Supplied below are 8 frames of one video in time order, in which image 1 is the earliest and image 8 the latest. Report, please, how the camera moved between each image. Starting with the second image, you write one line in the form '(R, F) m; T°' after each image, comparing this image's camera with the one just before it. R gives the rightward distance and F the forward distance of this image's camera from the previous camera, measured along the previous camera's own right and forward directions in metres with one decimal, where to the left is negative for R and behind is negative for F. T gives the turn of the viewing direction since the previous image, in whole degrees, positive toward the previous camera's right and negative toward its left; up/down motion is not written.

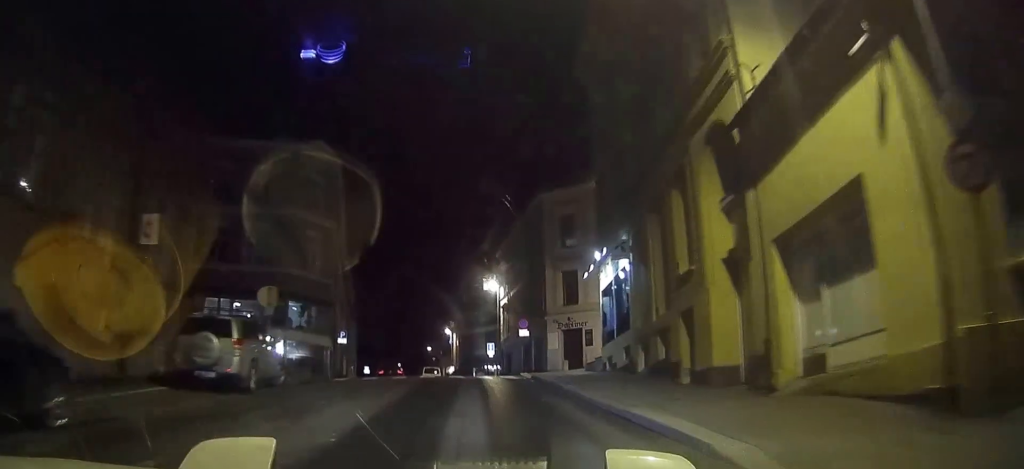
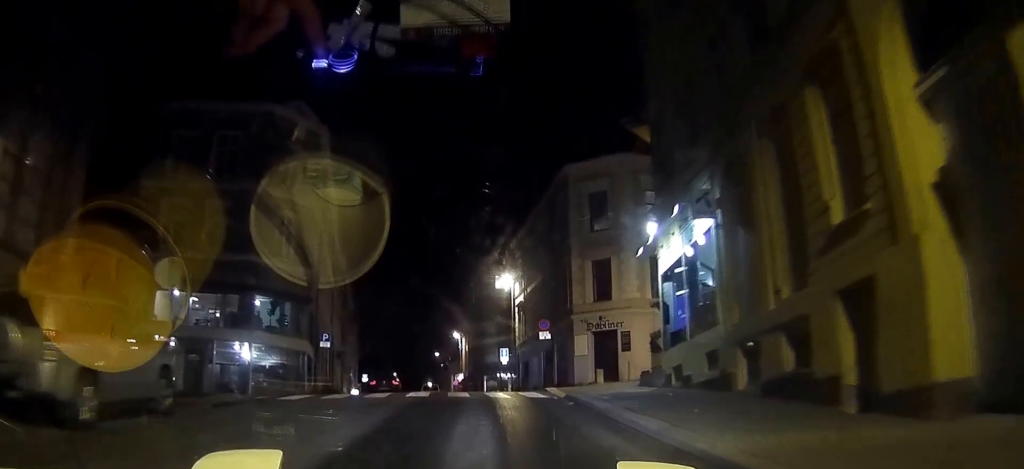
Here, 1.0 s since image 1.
(0.0, +7.5) m; 0°
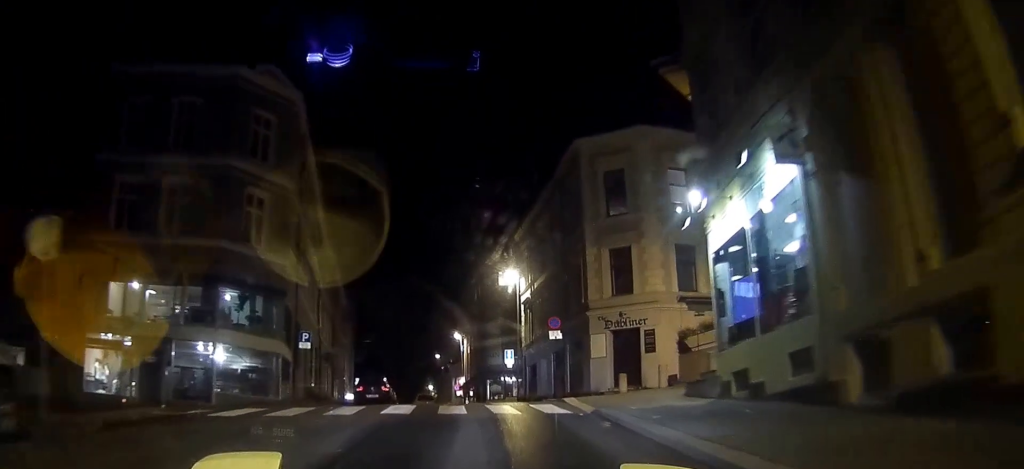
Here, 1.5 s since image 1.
(0.0, +4.3) m; 0°
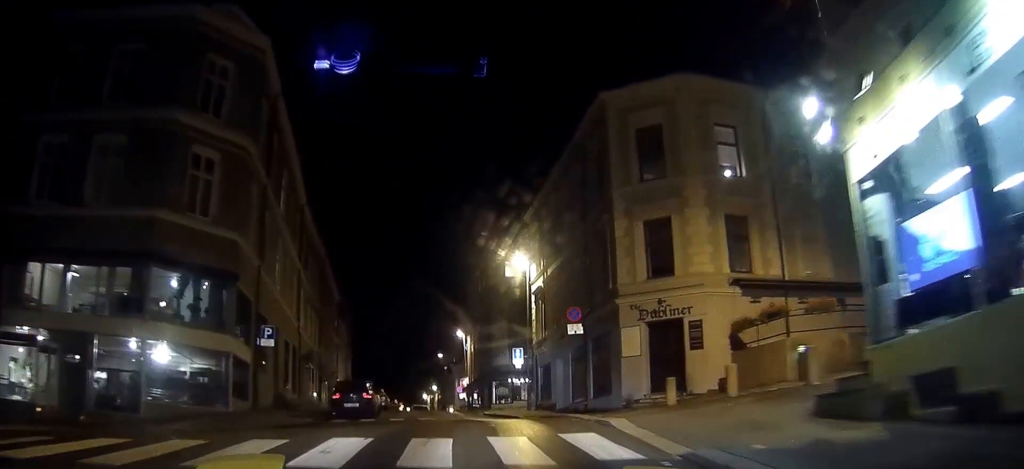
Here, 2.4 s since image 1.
(0.0, +6.6) m; 0°
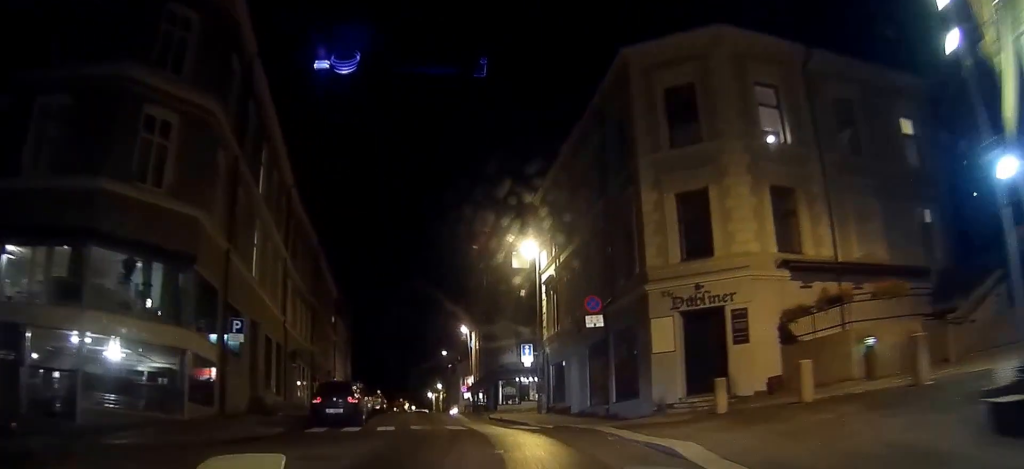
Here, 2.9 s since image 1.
(0.0, +4.0) m; 0°
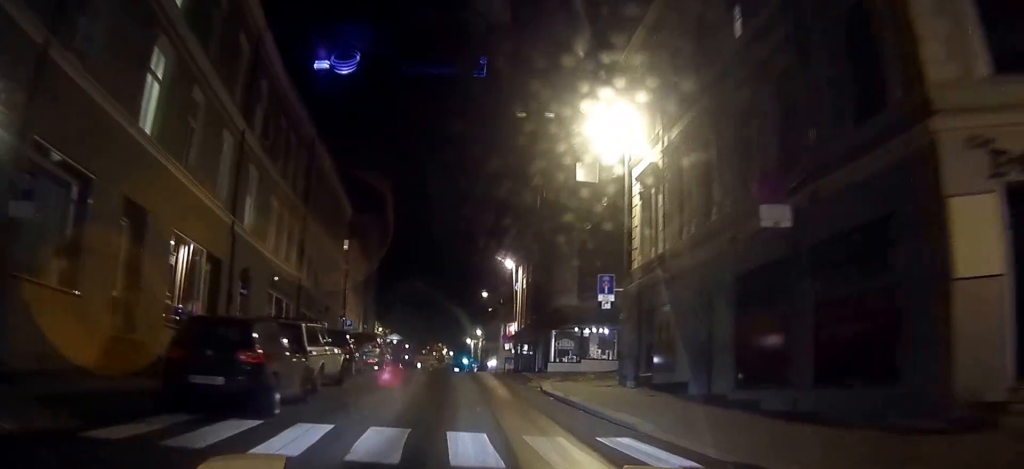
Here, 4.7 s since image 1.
(+0.1, +13.2) m; +1°
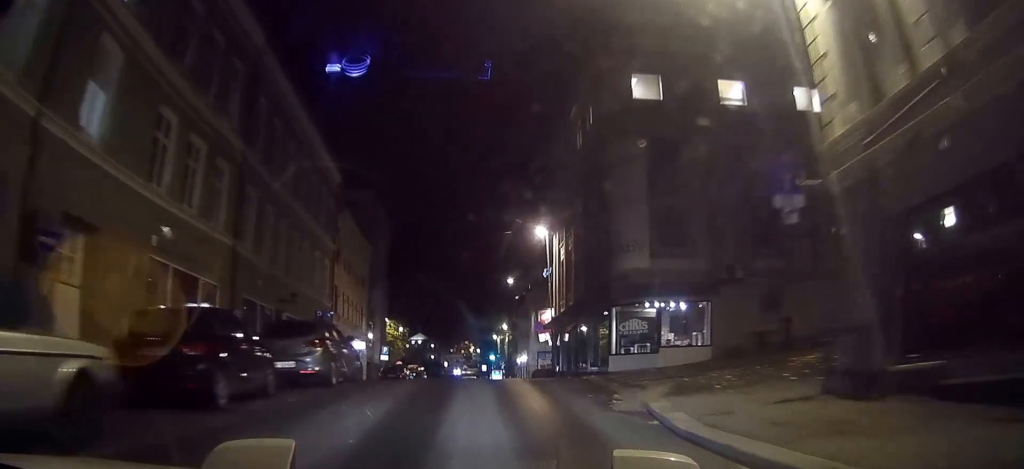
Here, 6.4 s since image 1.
(0.0, +12.7) m; 0°
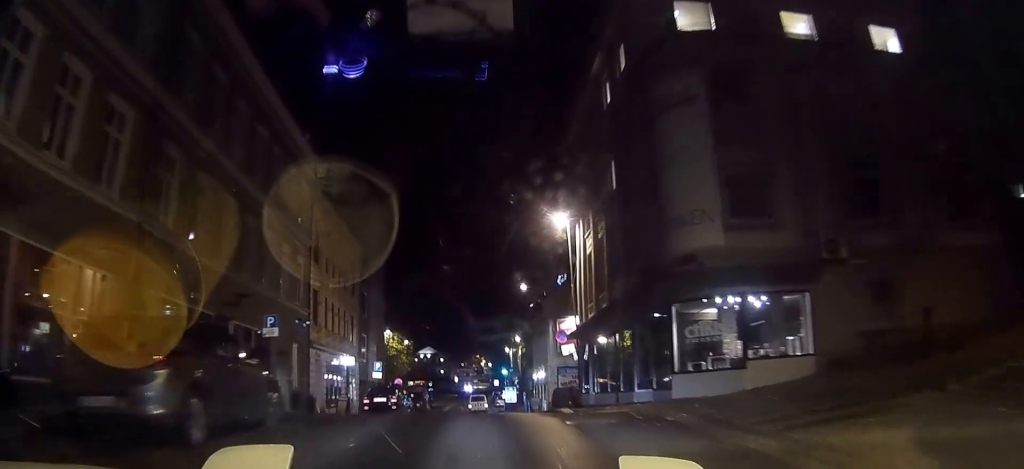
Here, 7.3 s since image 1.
(0.0, +7.1) m; 0°
